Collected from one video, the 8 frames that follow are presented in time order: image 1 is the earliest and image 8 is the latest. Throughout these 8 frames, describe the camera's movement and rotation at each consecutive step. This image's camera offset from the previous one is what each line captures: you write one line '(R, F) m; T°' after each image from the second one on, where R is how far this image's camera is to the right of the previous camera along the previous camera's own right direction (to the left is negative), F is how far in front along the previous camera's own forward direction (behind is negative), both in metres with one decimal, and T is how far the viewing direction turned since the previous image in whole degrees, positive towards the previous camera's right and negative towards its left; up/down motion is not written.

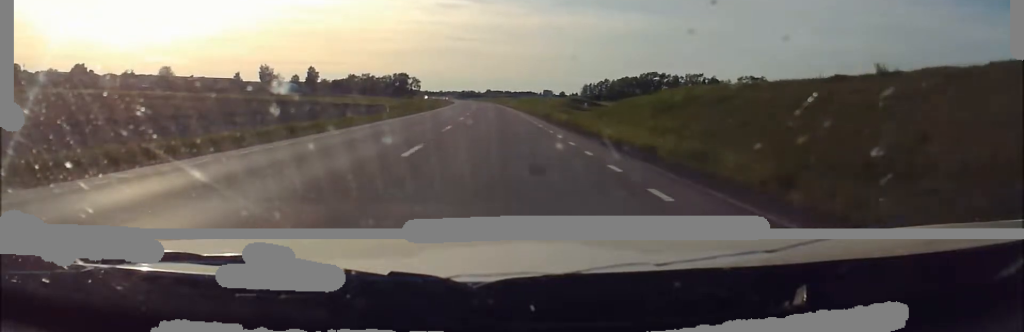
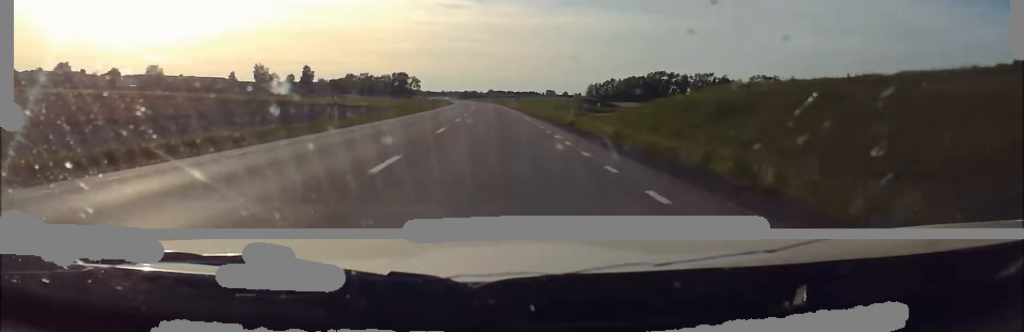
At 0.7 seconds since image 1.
(0.0, +15.6) m; 0°
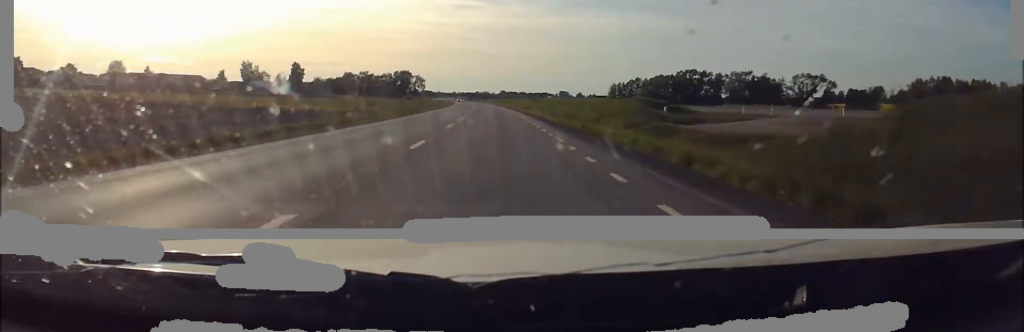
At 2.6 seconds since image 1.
(-0.2, +43.8) m; 0°
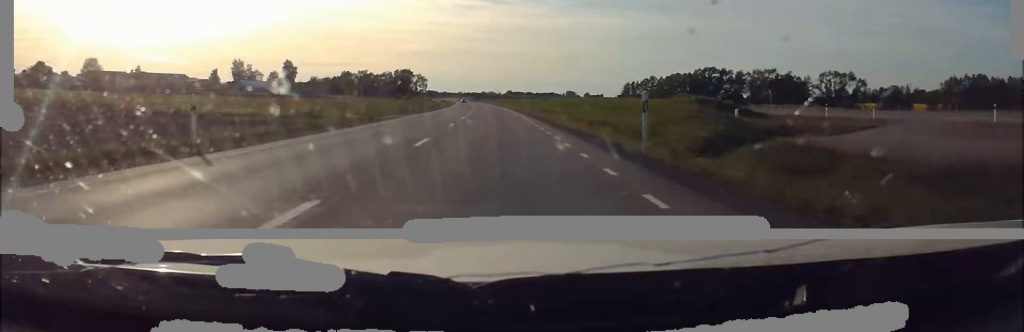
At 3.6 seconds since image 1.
(+0.1, +23.5) m; 0°
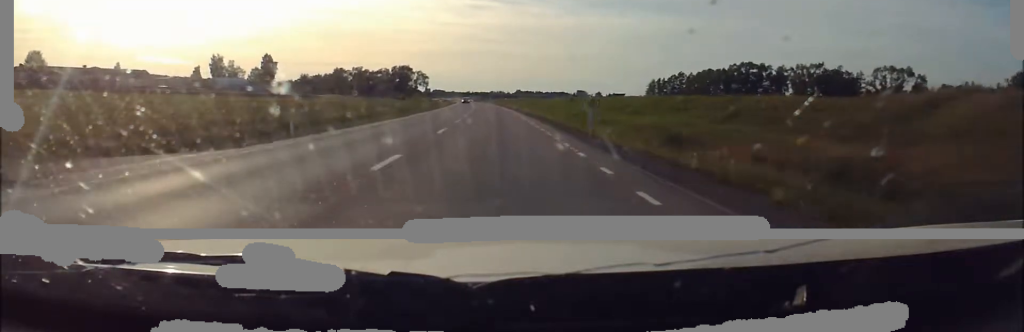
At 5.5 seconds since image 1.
(-0.1, +42.1) m; 0°
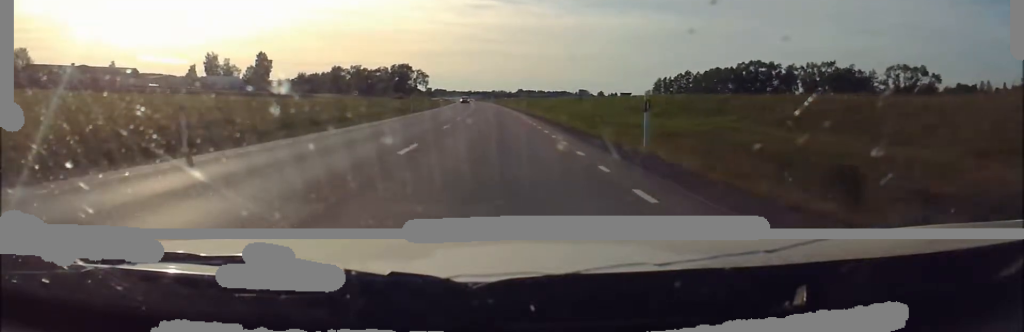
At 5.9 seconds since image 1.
(0.0, +9.0) m; 0°
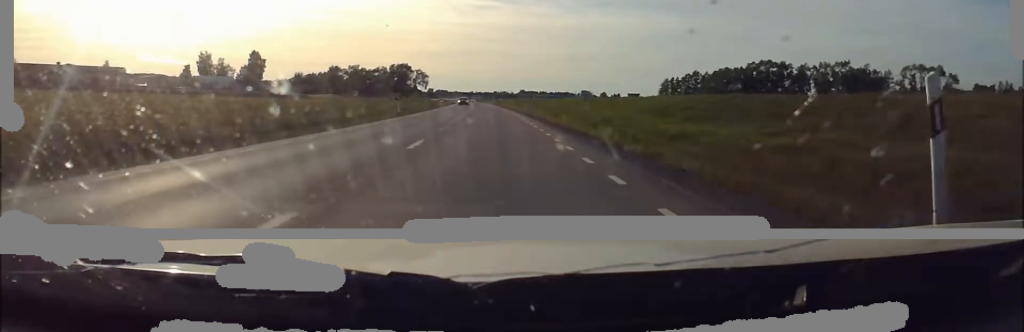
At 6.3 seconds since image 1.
(0.0, +10.5) m; 0°
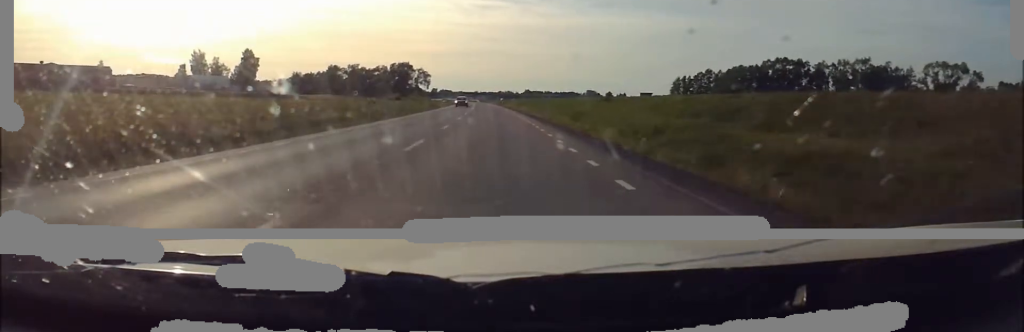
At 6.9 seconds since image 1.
(0.0, +12.7) m; 0°
